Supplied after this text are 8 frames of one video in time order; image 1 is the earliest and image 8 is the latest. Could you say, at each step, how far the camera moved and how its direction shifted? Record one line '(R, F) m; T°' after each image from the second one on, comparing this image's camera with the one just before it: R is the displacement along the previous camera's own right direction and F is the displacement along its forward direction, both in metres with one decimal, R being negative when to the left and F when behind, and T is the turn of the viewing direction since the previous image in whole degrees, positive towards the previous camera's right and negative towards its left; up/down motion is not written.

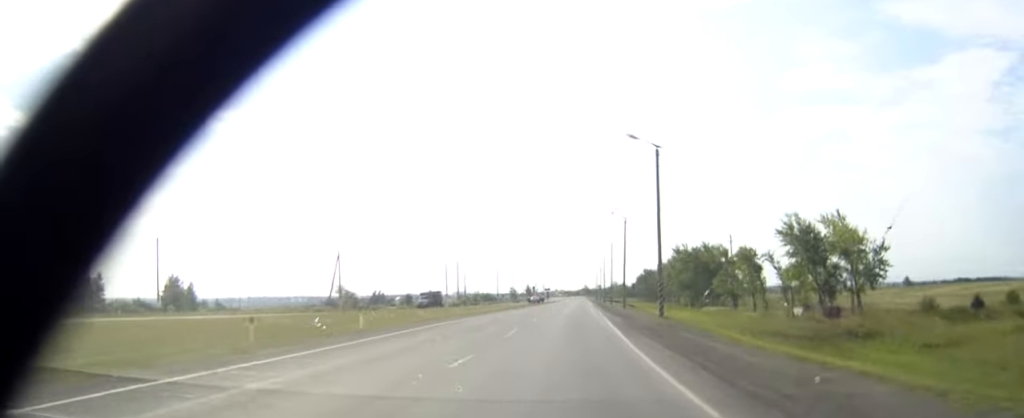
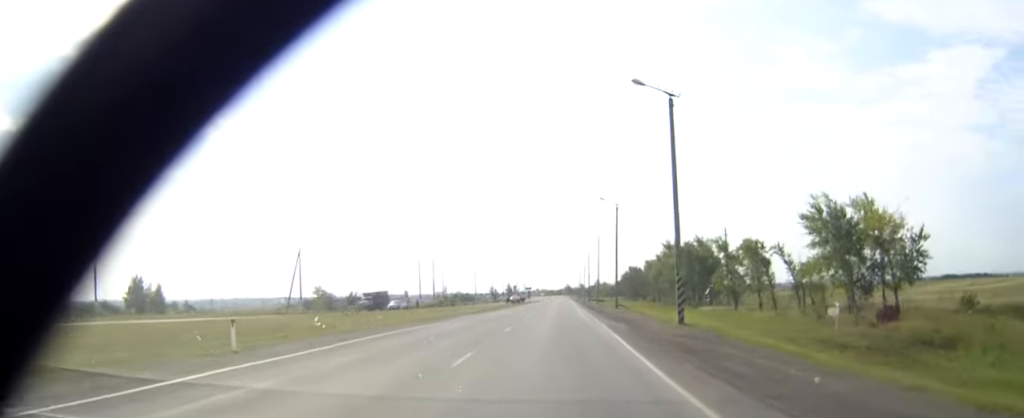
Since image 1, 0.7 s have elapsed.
(+0.1, +10.0) m; +1°
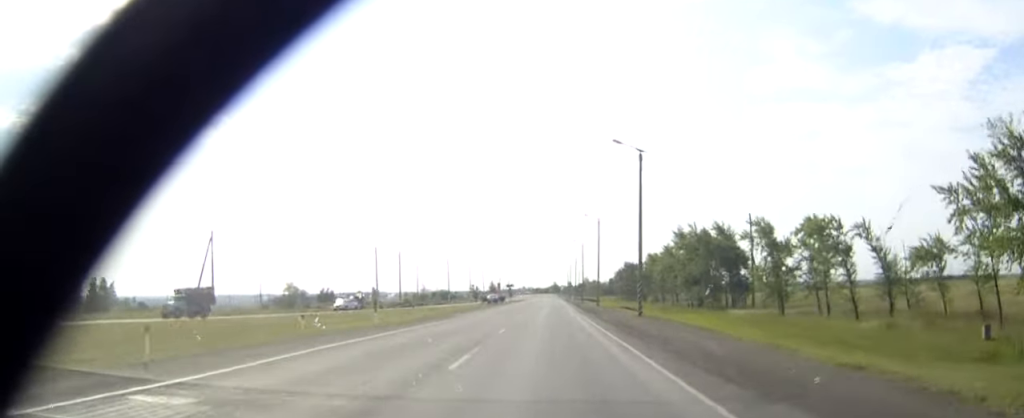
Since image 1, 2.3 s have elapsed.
(+0.5, +24.3) m; +2°
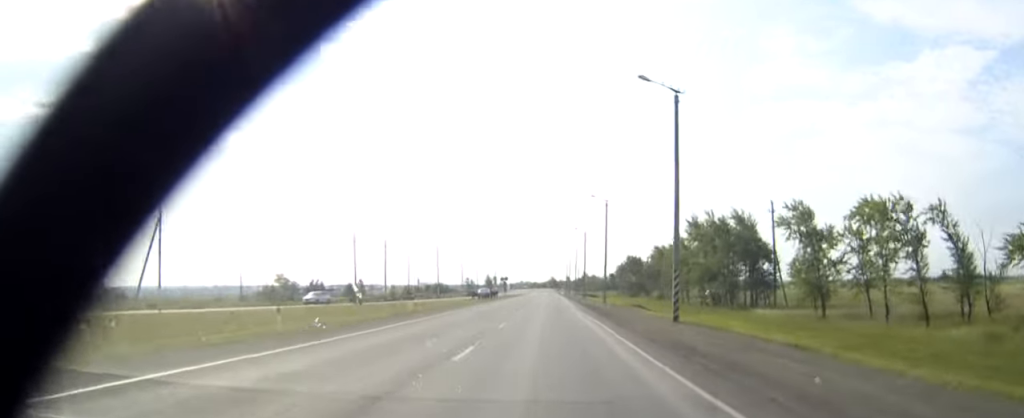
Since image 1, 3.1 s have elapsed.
(+0.1, +11.7) m; 0°
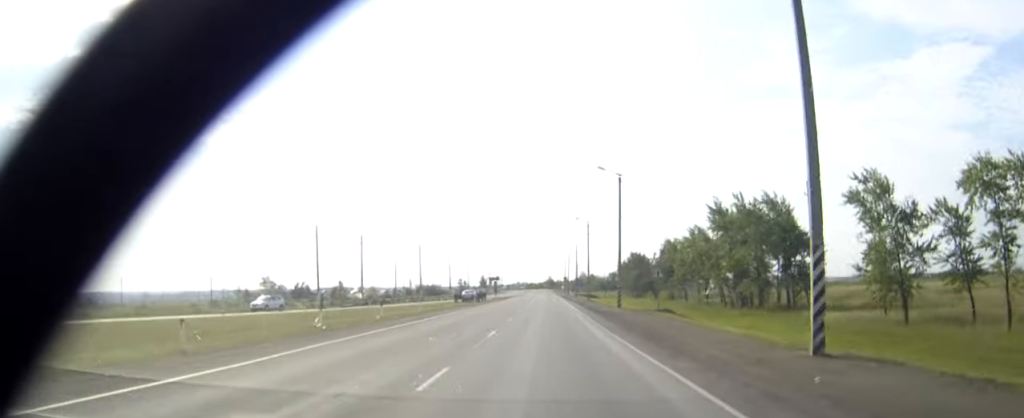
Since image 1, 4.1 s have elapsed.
(0.0, +15.4) m; 0°
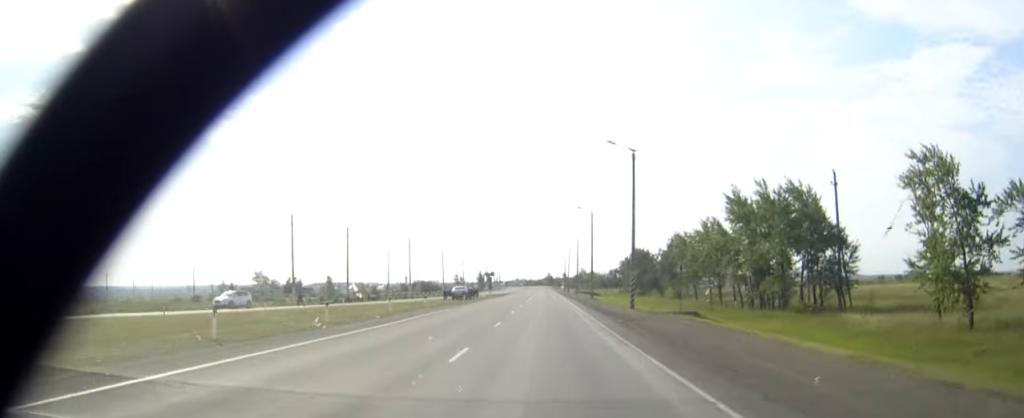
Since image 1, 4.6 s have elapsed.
(0.0, +8.4) m; 0°
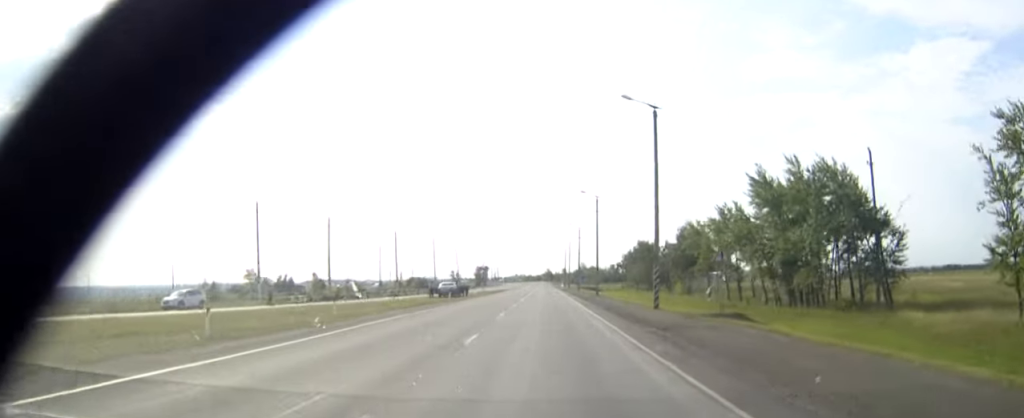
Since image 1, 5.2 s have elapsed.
(0.0, +9.5) m; 0°
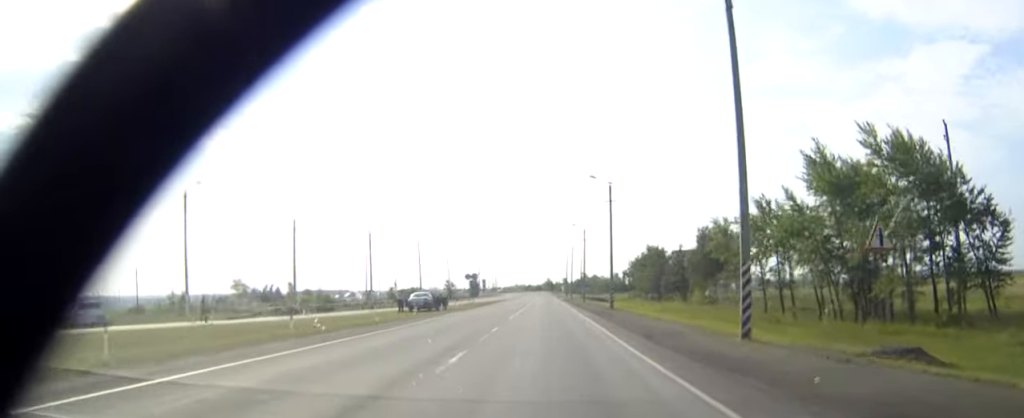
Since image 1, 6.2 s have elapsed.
(0.0, +14.9) m; 0°
